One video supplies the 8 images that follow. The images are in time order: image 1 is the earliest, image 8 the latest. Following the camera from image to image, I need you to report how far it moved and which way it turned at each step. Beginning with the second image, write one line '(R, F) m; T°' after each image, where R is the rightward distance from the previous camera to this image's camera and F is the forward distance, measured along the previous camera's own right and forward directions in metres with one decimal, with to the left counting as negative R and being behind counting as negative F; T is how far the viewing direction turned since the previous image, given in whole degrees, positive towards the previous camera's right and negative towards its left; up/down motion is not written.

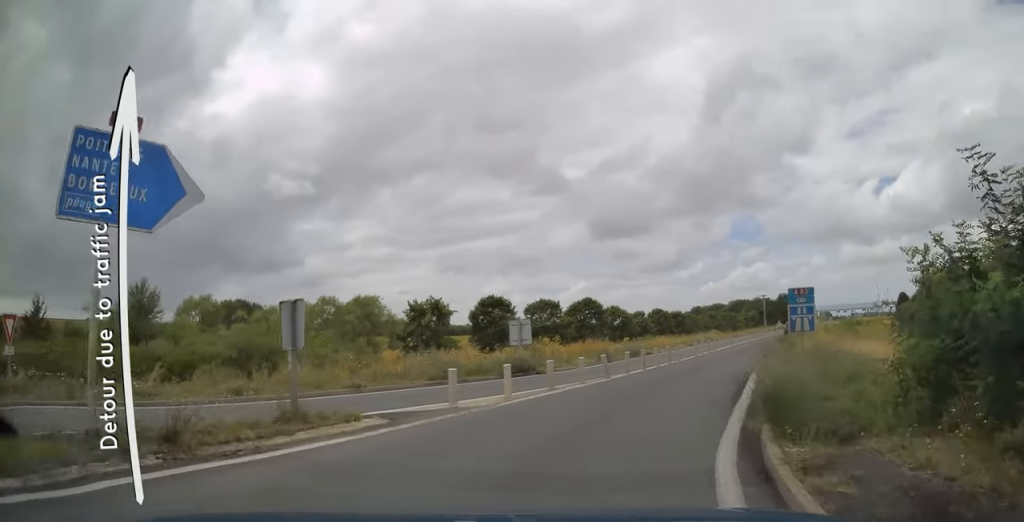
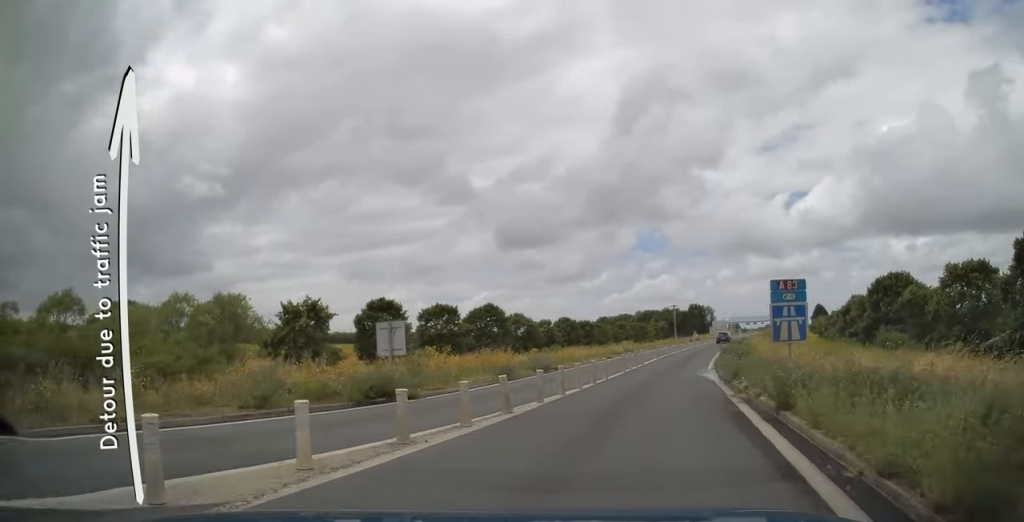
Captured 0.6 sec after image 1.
(-0.6, +7.2) m; +1°
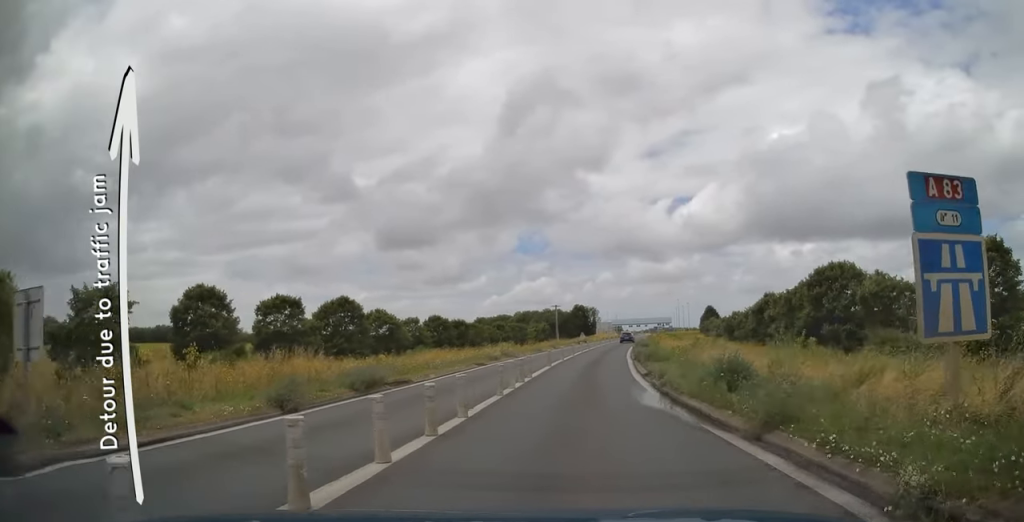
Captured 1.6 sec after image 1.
(+1.2, +10.7) m; +8°
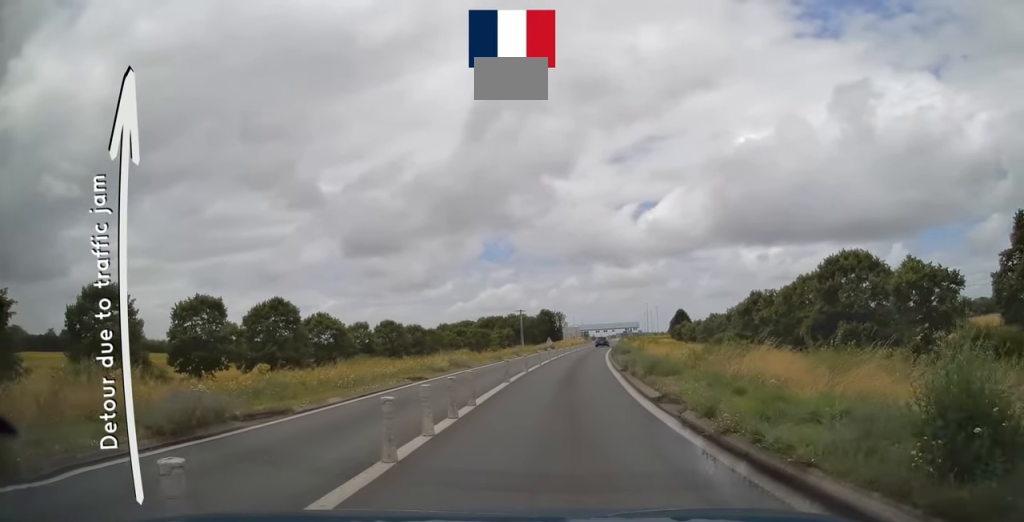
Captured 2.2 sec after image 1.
(+0.3, +7.4) m; +4°
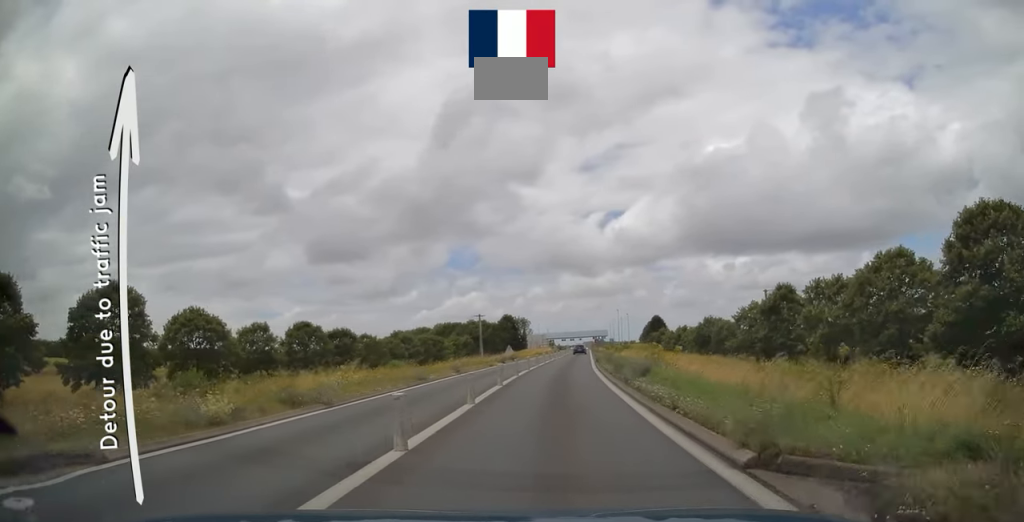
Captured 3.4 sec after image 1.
(+1.4, +17.0) m; +8°
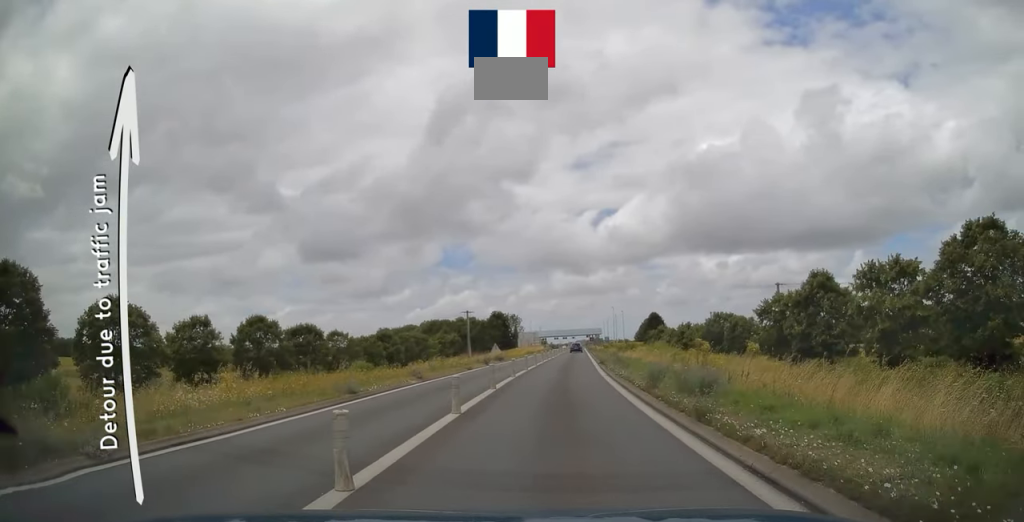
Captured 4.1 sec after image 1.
(+0.2, +8.6) m; +2°
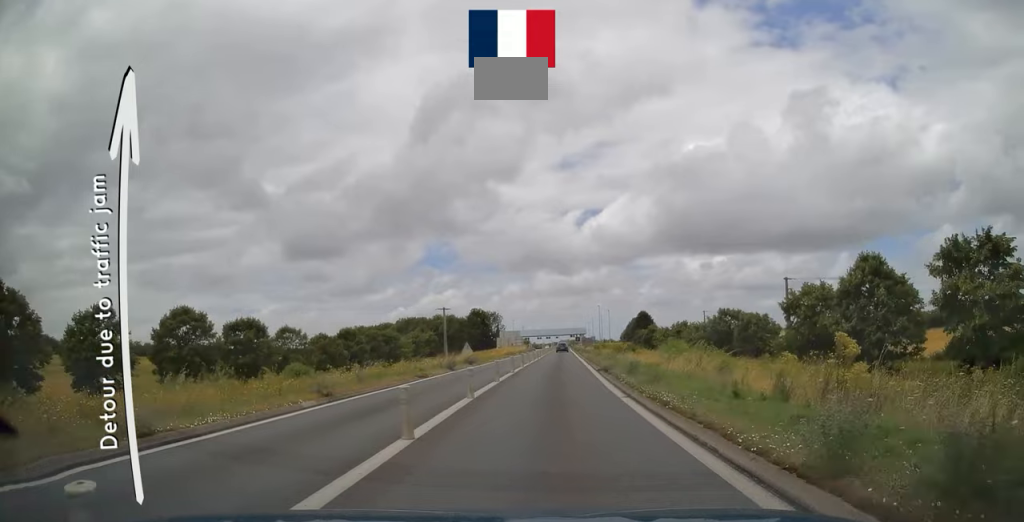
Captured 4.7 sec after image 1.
(+0.1, +9.3) m; +1°
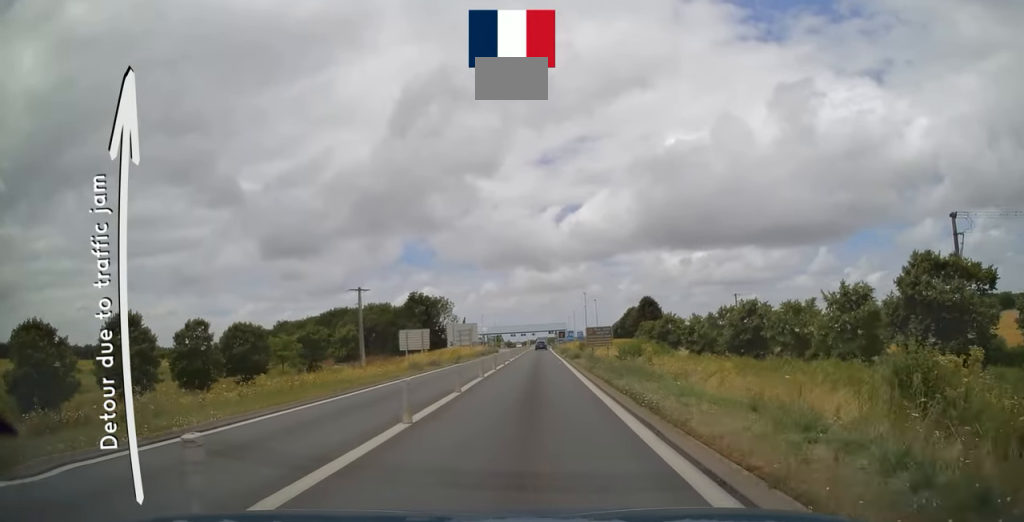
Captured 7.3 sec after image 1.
(+2.8, +42.5) m; +5°
